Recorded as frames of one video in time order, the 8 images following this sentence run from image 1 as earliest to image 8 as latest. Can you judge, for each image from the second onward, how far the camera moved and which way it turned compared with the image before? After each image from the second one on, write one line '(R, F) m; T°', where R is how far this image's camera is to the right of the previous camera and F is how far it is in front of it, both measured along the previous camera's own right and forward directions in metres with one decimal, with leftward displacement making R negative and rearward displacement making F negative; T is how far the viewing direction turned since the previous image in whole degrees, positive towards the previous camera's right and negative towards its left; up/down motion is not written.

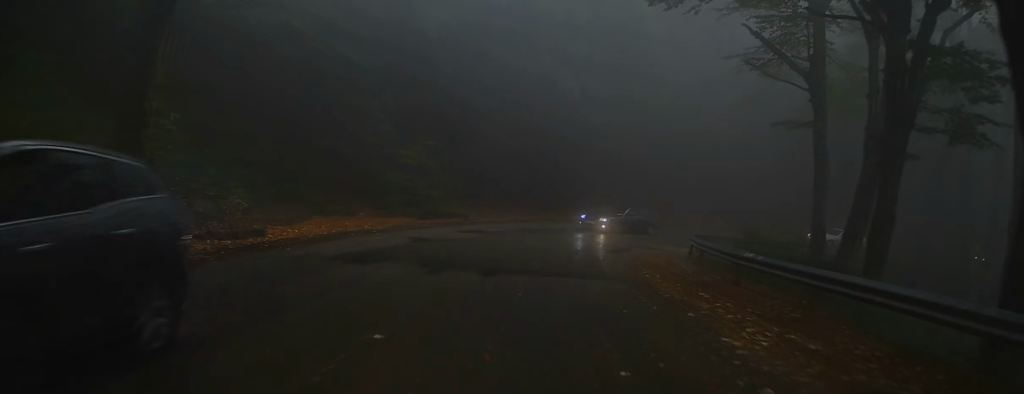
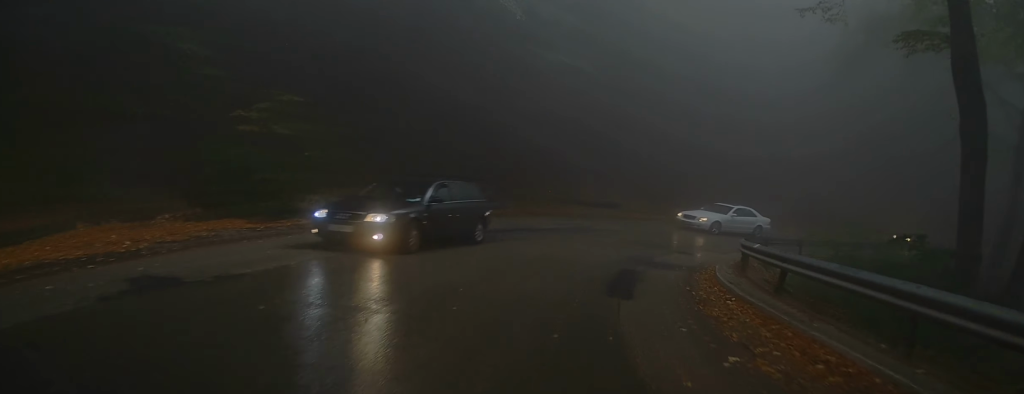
(-0.1, +10.5) m; +3°
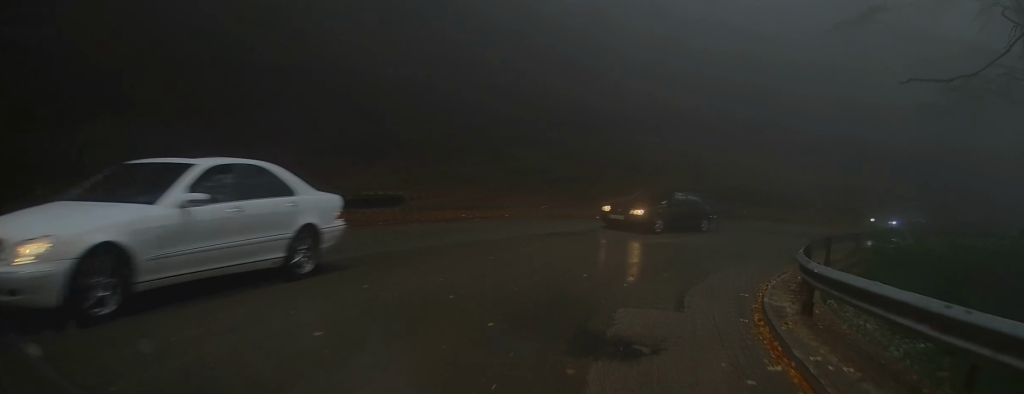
(+1.4, +12.3) m; +14°
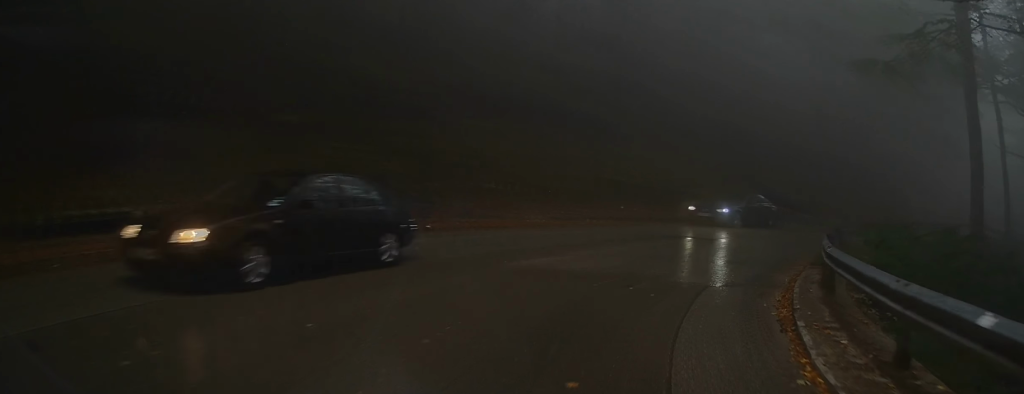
(+0.2, +5.7) m; +10°
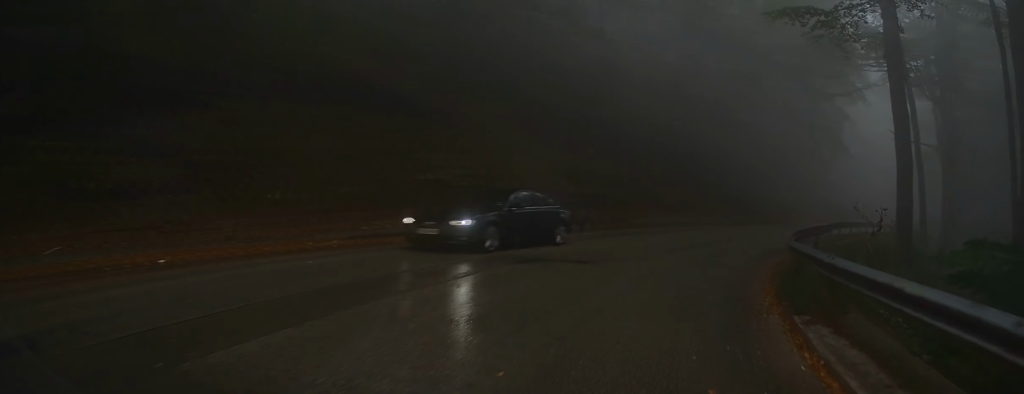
(+0.7, +4.5) m; +11°
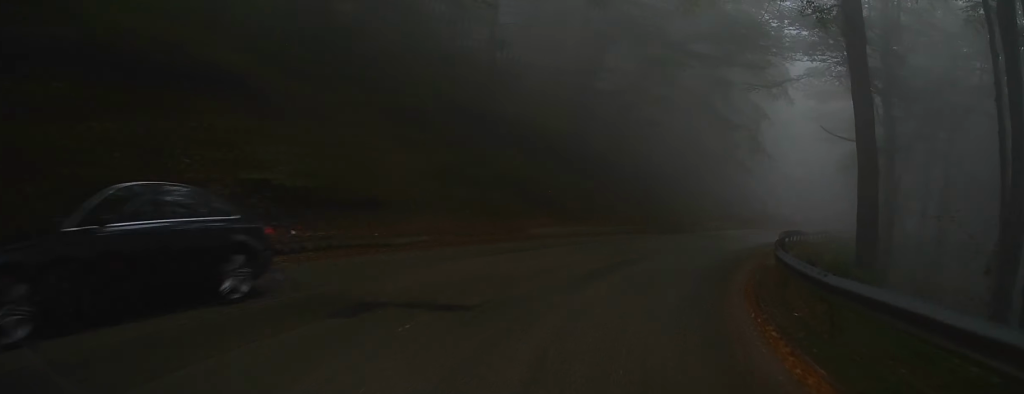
(+0.2, +3.5) m; +9°
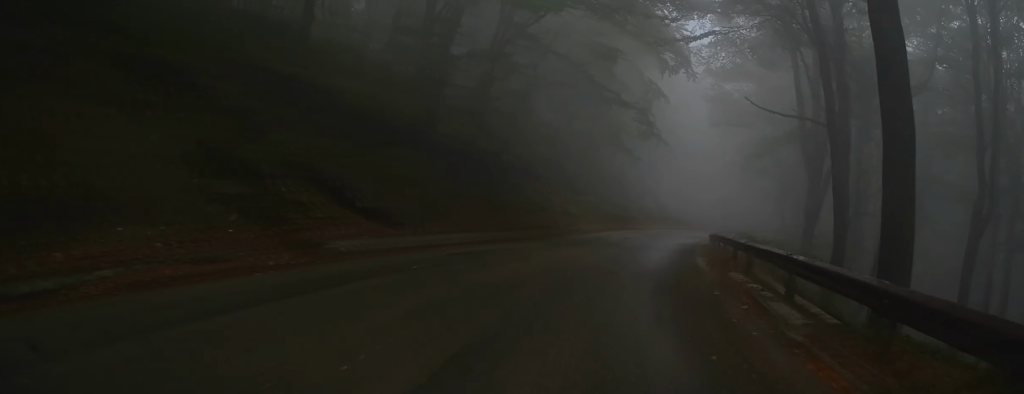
(+0.6, +5.7) m; +14°
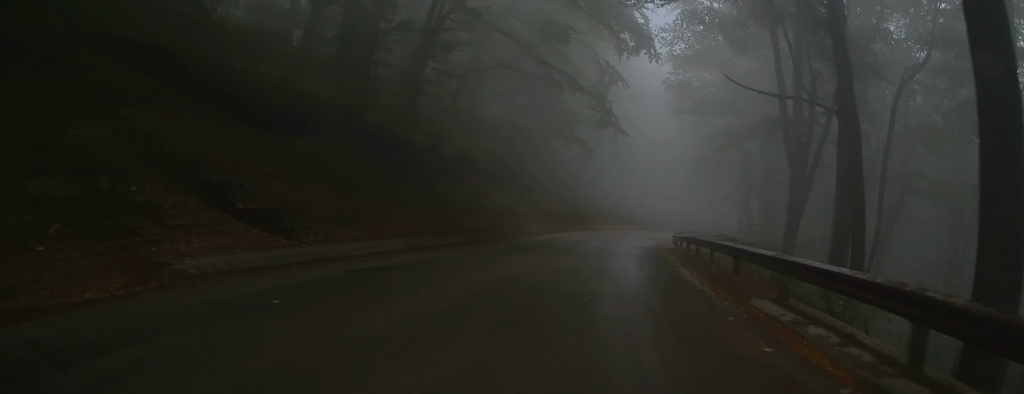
(+0.3, +3.0) m; +4°
